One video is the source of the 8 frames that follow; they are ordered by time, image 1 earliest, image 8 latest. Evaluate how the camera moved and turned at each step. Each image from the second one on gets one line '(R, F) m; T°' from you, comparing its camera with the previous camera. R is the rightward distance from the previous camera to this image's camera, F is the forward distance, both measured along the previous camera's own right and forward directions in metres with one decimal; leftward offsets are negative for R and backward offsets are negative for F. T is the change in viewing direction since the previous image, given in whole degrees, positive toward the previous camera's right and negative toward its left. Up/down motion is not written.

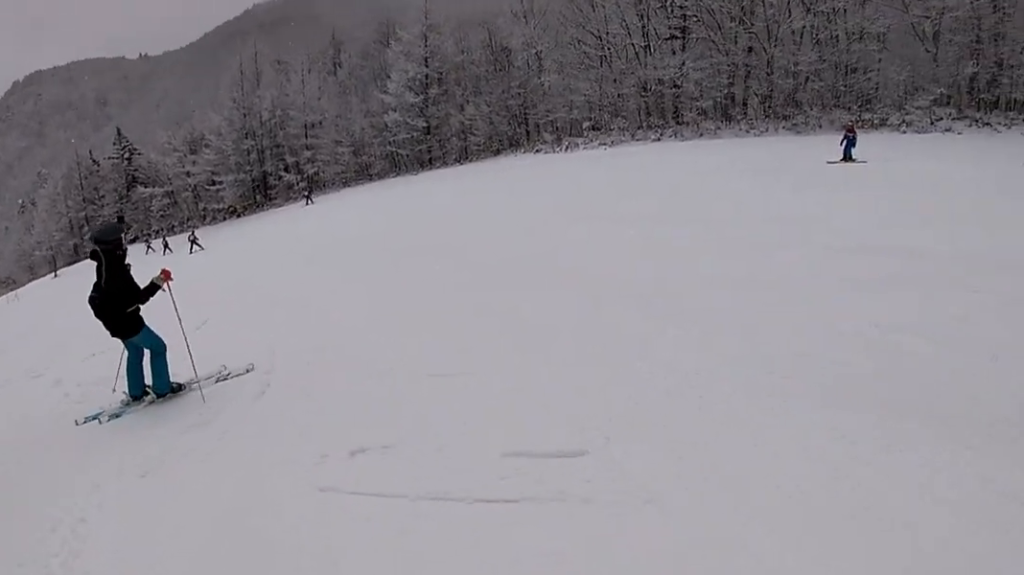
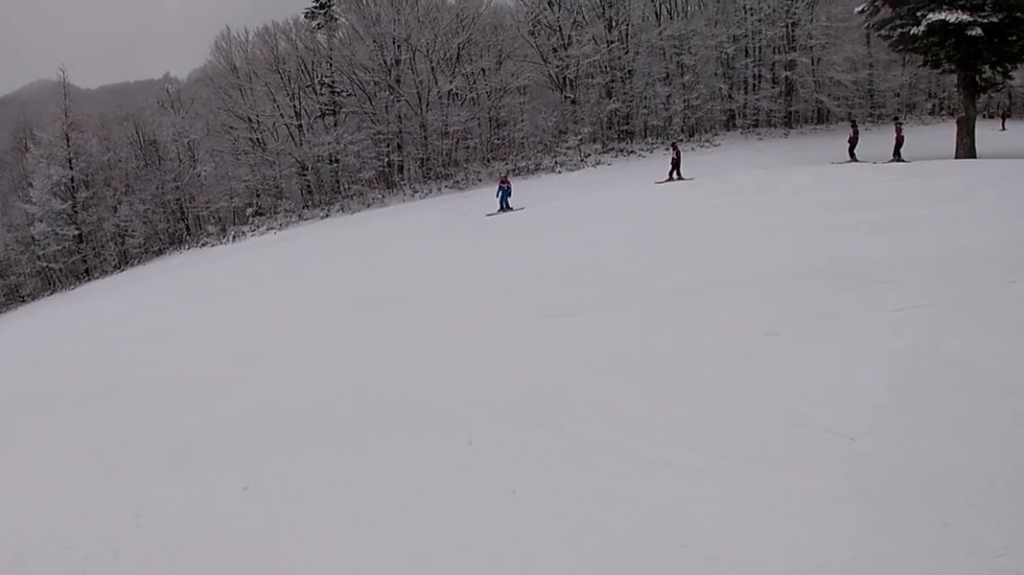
(+0.3, +2.0) m; +1°
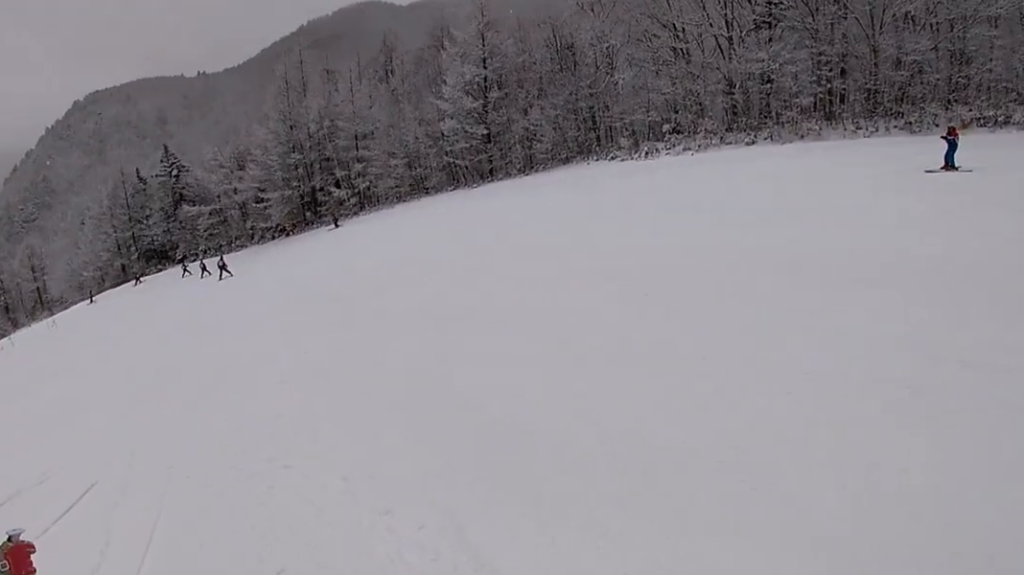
(-0.2, +1.7) m; -13°
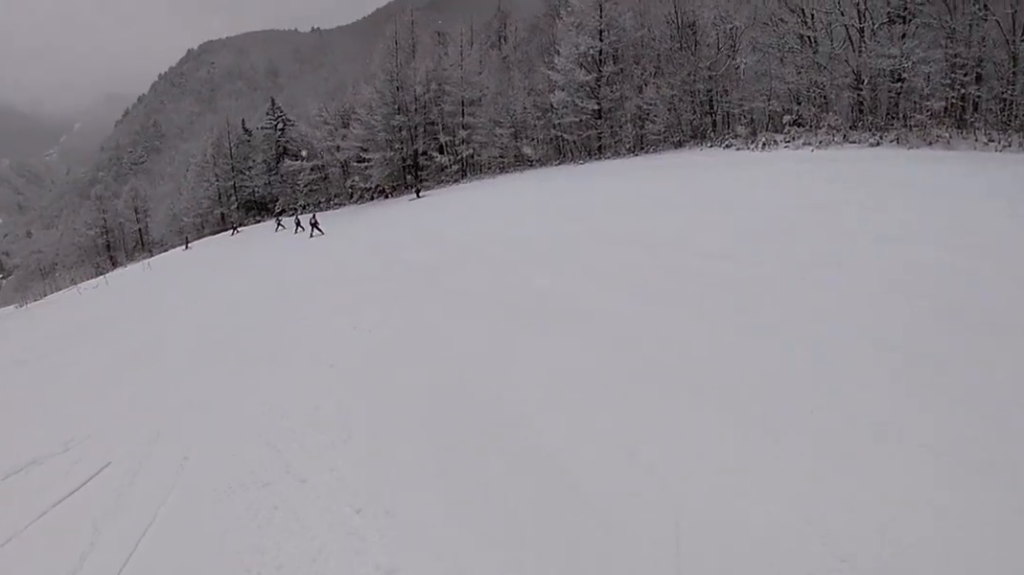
(-0.1, +1.3) m; -3°
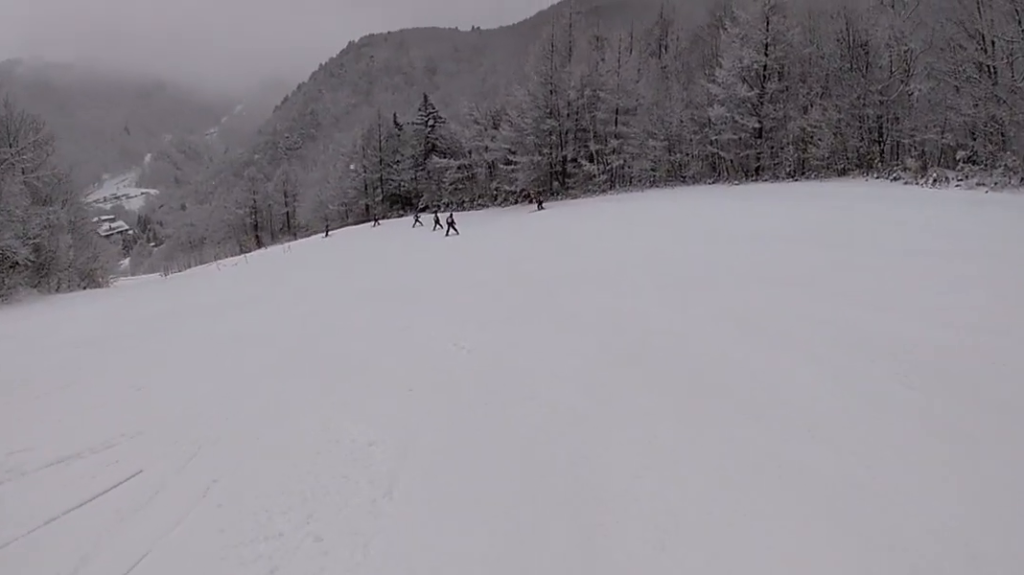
(-0.1, +1.6) m; -6°
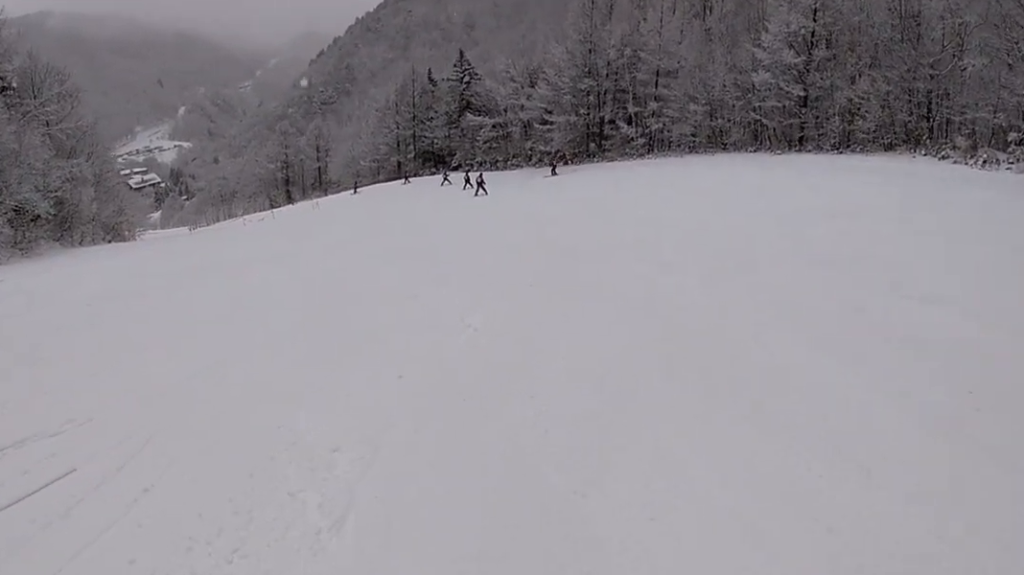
(+0.1, +1.5) m; -8°
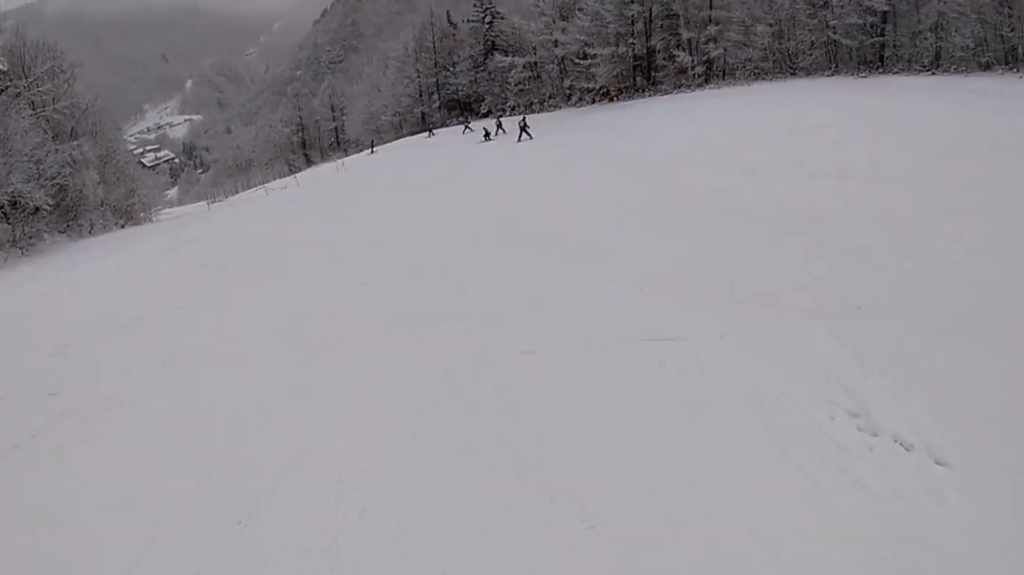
(-1.5, +5.8) m; -11°
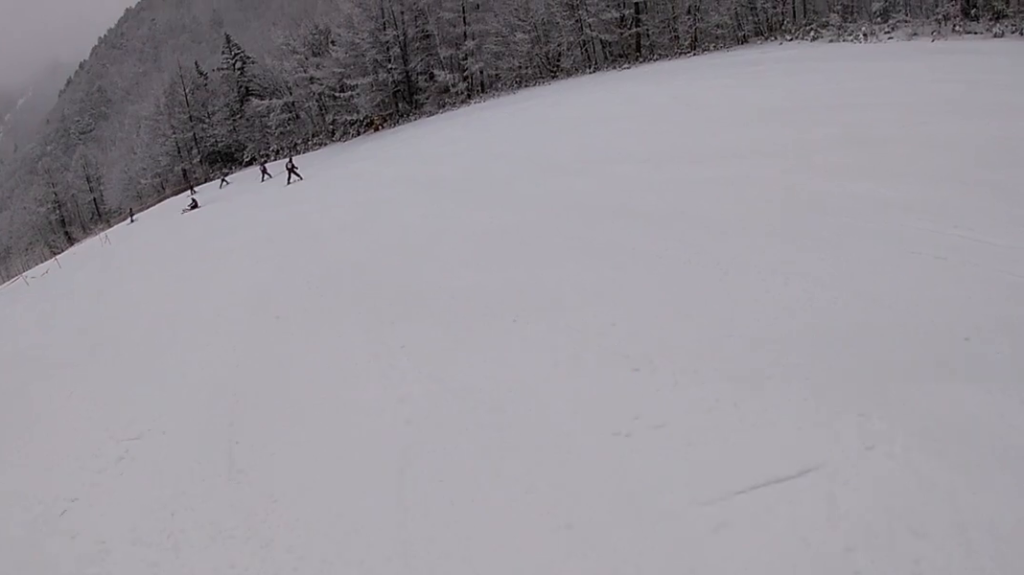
(+0.3, +3.3) m; +10°
